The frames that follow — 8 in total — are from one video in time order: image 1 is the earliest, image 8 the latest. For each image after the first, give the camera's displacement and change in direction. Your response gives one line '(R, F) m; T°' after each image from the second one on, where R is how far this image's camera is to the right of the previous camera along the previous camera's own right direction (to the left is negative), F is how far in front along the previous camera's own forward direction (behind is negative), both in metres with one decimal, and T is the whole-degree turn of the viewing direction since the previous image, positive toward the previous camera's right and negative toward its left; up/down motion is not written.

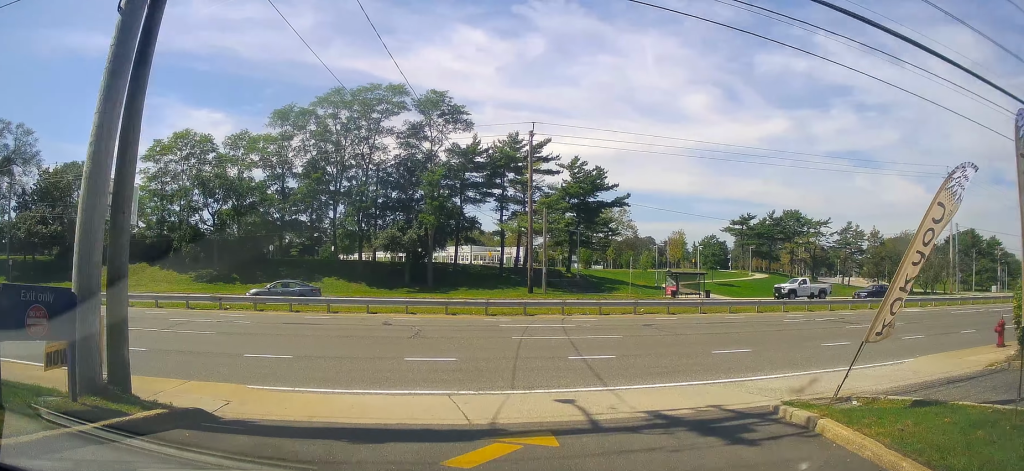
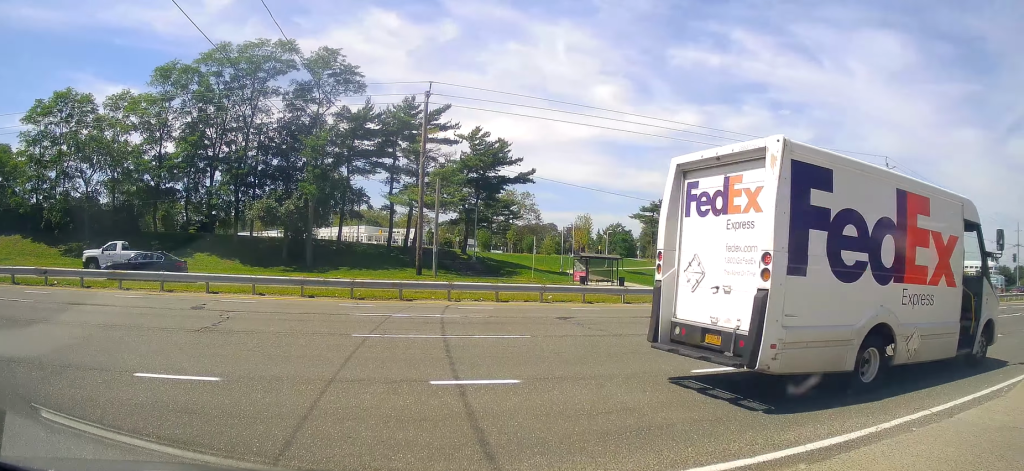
(+1.5, +7.9) m; +28°
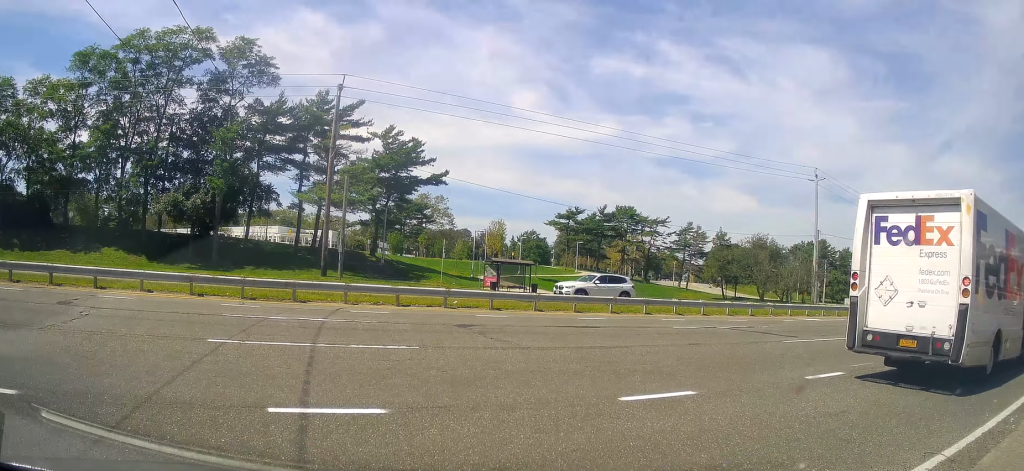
(+0.5, +1.9) m; +9°
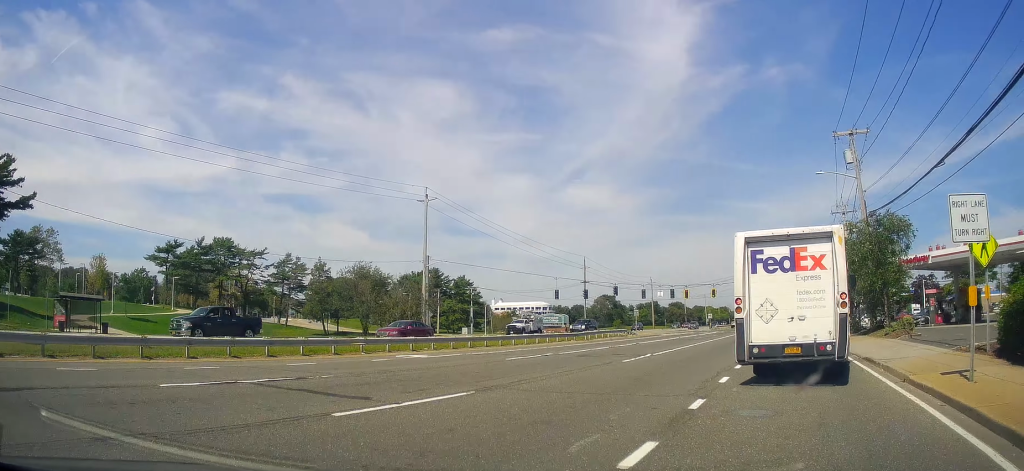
(+0.8, +5.9) m; +19°
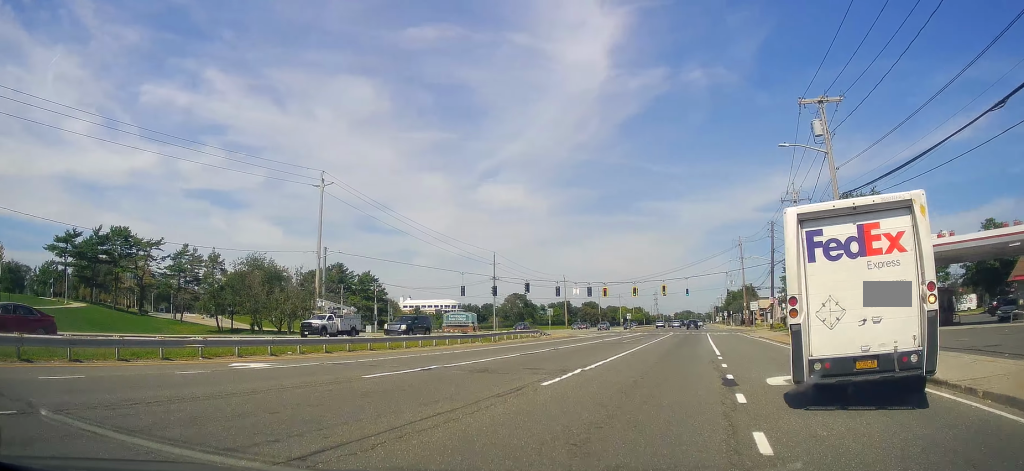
(+0.6, +4.9) m; +11°
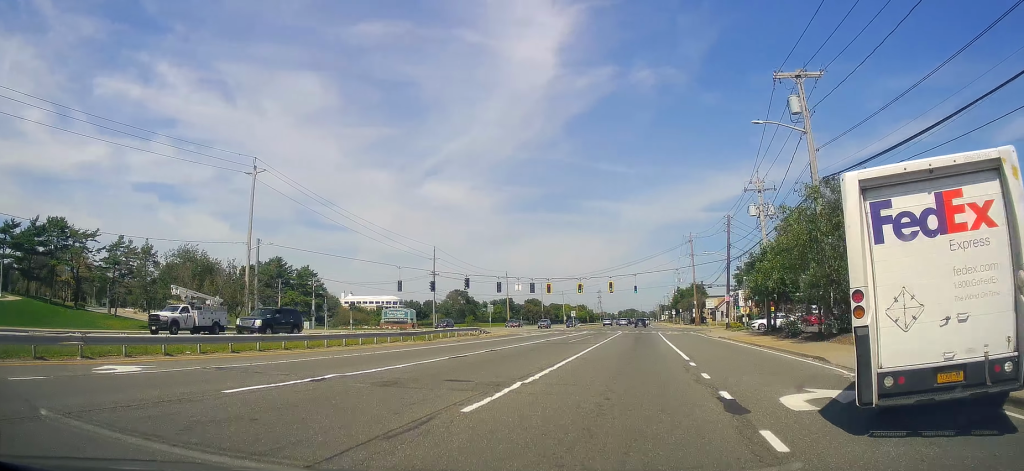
(-0.1, +2.6) m; +4°
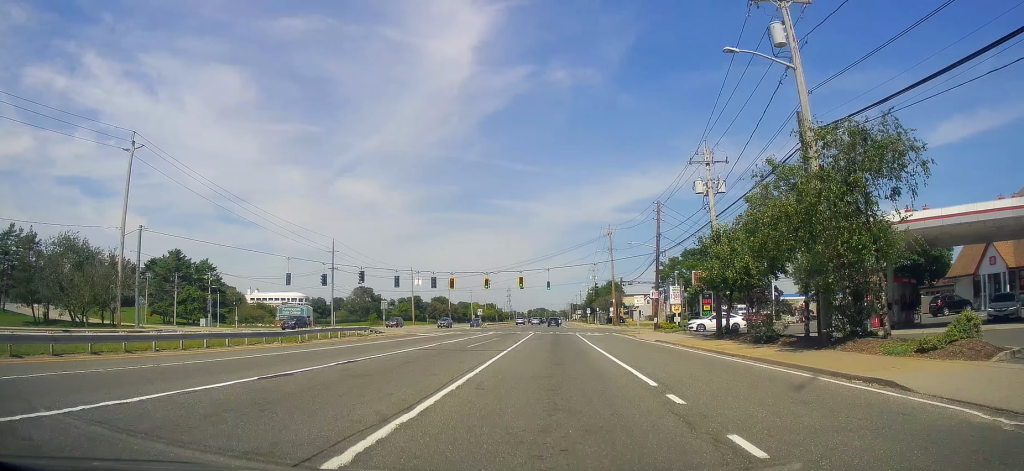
(+0.6, +6.4) m; +11°
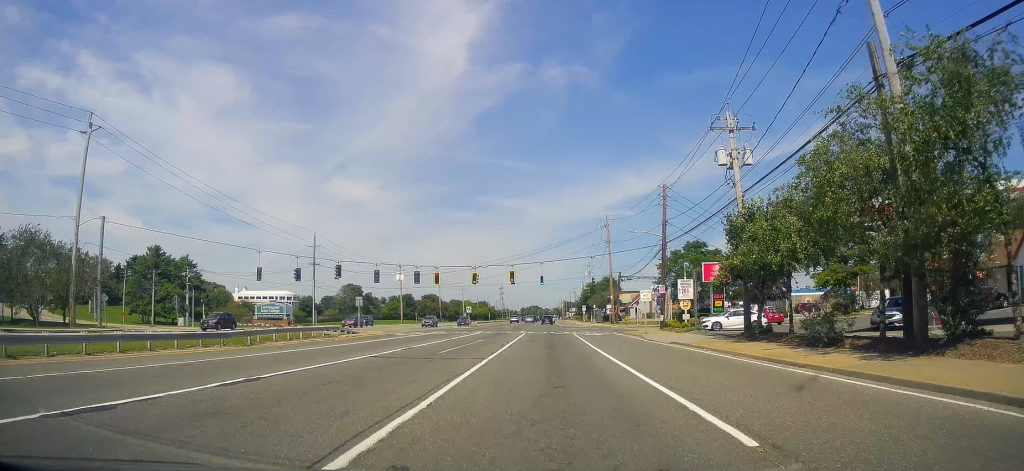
(+0.1, +4.7) m; +7°
